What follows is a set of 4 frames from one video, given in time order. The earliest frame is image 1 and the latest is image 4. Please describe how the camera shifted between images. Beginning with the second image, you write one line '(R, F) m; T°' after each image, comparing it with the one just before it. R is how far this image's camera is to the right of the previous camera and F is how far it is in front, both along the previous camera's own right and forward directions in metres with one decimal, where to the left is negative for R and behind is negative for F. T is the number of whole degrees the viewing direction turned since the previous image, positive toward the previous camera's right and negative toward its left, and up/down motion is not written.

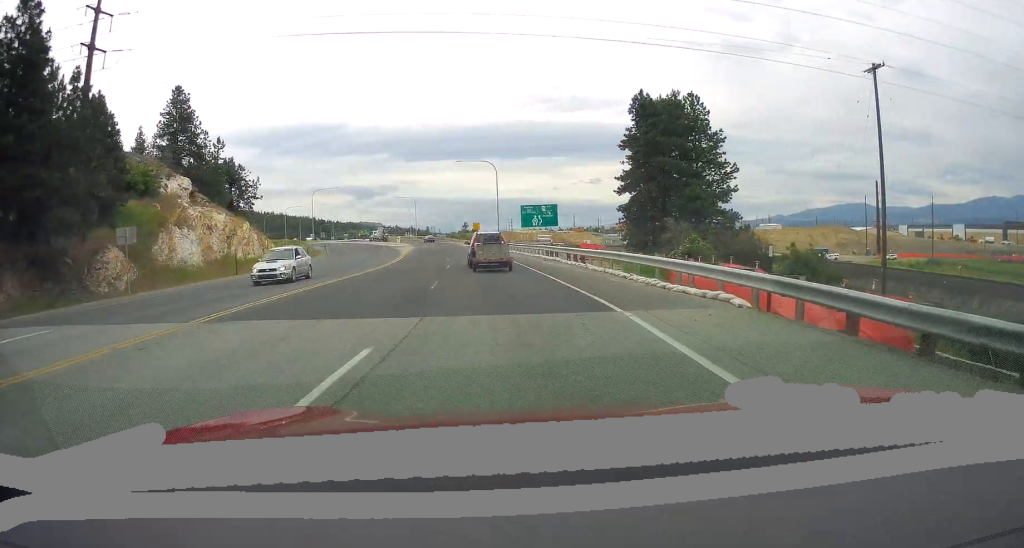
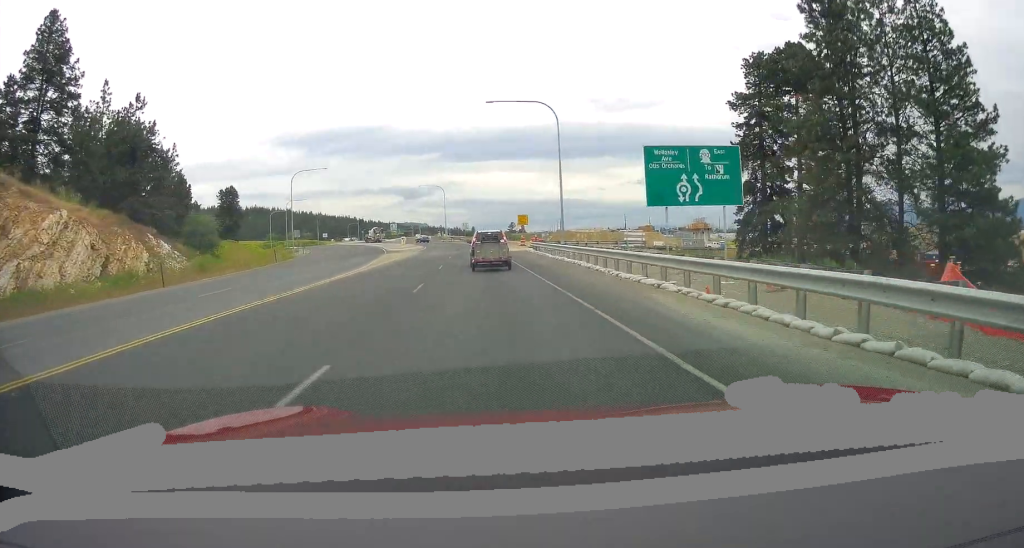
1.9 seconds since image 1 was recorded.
(+1.0, +37.4) m; -1°
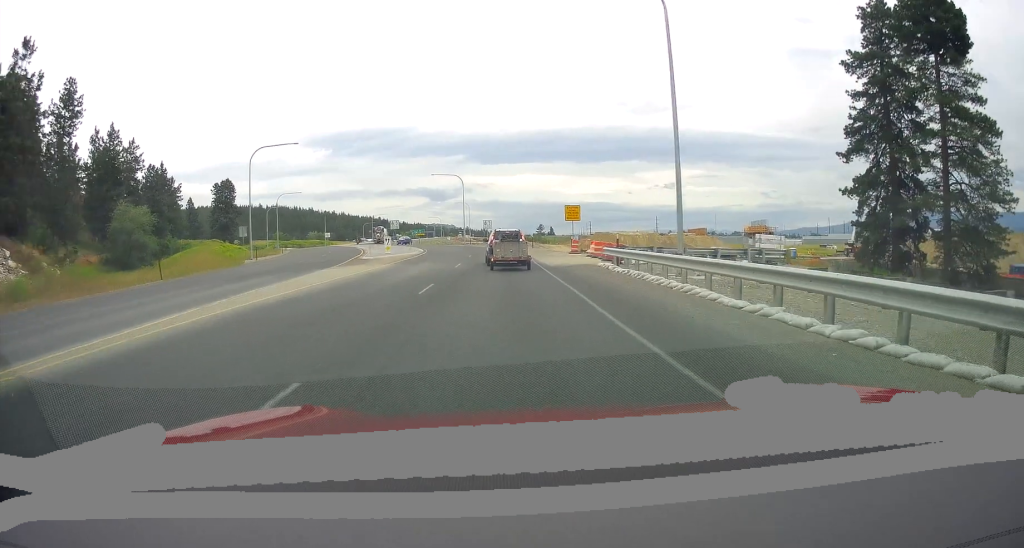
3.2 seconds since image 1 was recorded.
(-2.2, +24.8) m; -4°
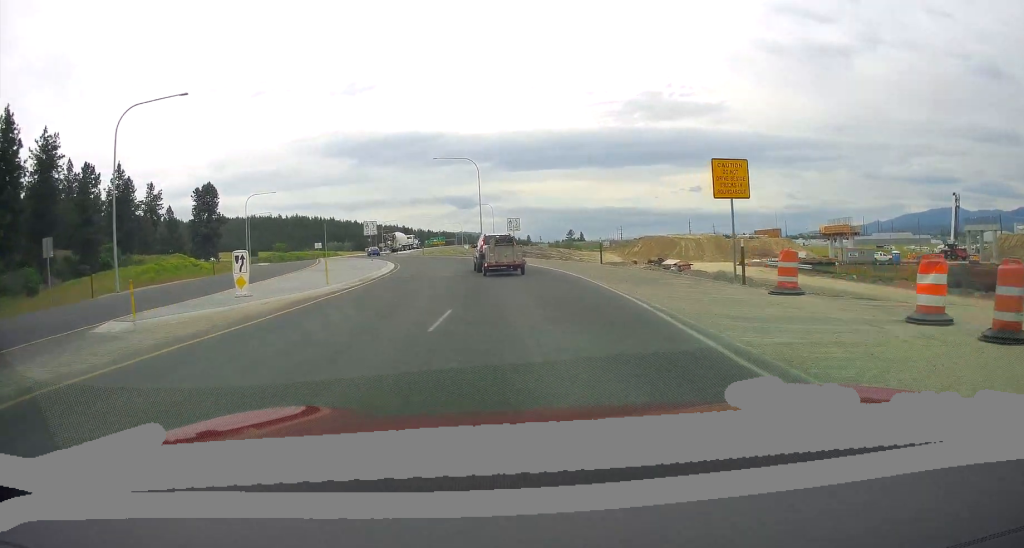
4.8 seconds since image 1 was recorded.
(+0.1, +29.4) m; -3°
